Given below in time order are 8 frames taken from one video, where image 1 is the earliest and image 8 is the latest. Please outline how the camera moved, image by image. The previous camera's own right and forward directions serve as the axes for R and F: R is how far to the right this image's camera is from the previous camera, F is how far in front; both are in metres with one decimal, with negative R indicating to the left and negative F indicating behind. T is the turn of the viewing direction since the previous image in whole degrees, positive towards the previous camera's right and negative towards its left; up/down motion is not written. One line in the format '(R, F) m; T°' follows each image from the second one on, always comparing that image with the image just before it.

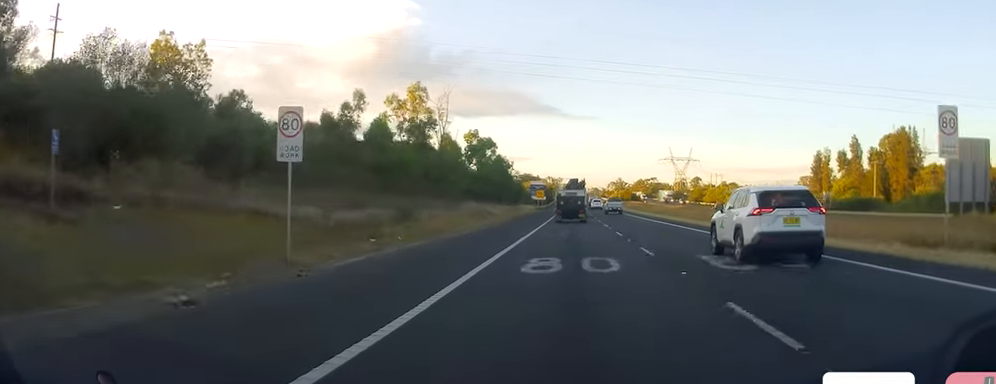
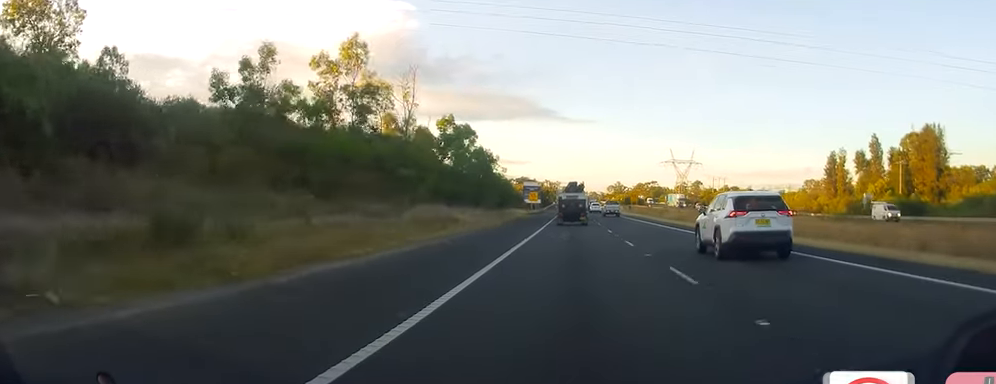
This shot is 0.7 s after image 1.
(0.0, +18.1) m; +1°
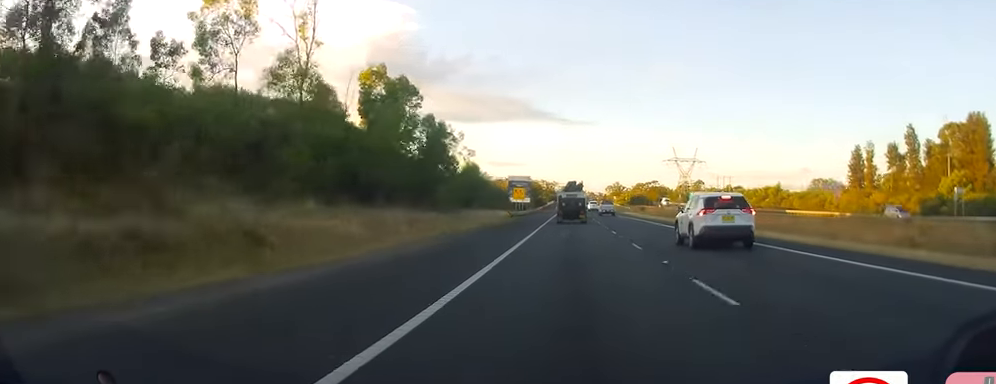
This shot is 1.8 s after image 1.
(+0.3, +27.4) m; +2°
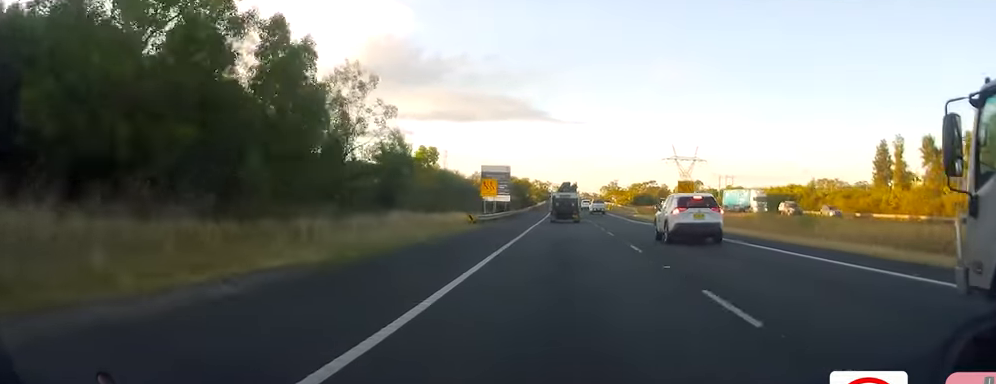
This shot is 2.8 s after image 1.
(+0.6, +26.0) m; 0°
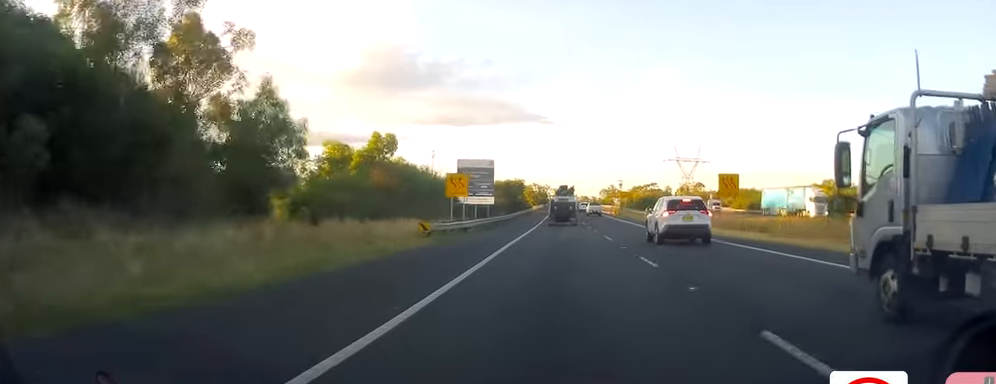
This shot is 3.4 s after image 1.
(-0.2, +15.6) m; 0°
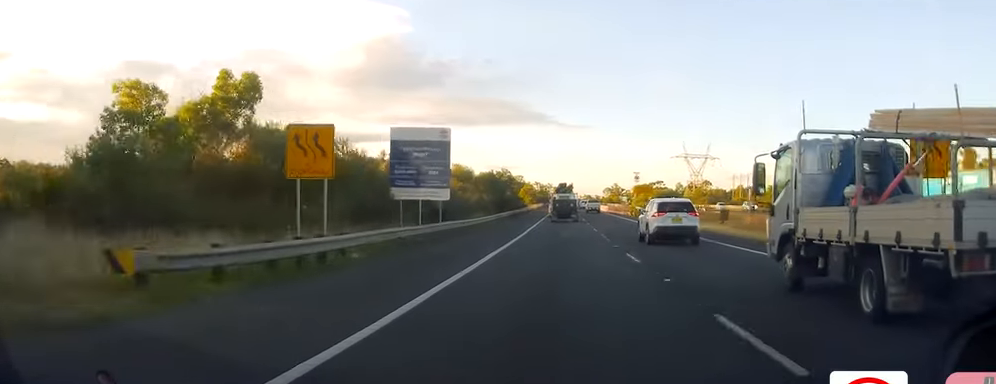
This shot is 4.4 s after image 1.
(-0.3, +23.6) m; -1°
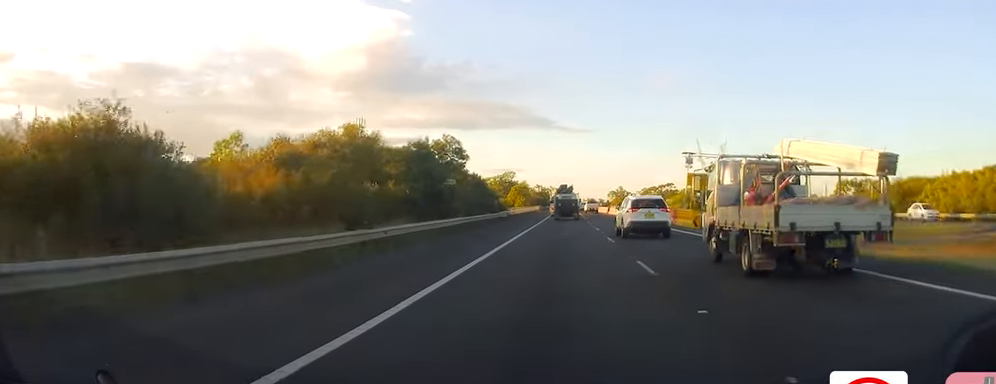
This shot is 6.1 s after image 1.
(-0.9, +40.0) m; -1°
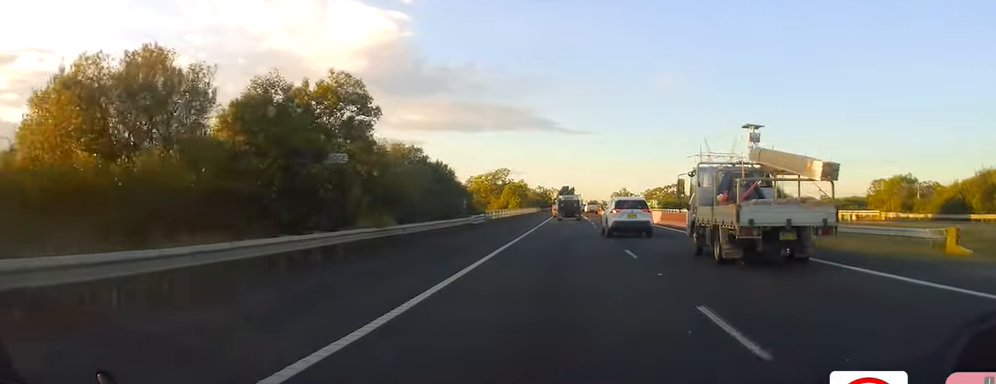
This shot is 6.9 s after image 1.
(+0.8, +19.8) m; +2°
